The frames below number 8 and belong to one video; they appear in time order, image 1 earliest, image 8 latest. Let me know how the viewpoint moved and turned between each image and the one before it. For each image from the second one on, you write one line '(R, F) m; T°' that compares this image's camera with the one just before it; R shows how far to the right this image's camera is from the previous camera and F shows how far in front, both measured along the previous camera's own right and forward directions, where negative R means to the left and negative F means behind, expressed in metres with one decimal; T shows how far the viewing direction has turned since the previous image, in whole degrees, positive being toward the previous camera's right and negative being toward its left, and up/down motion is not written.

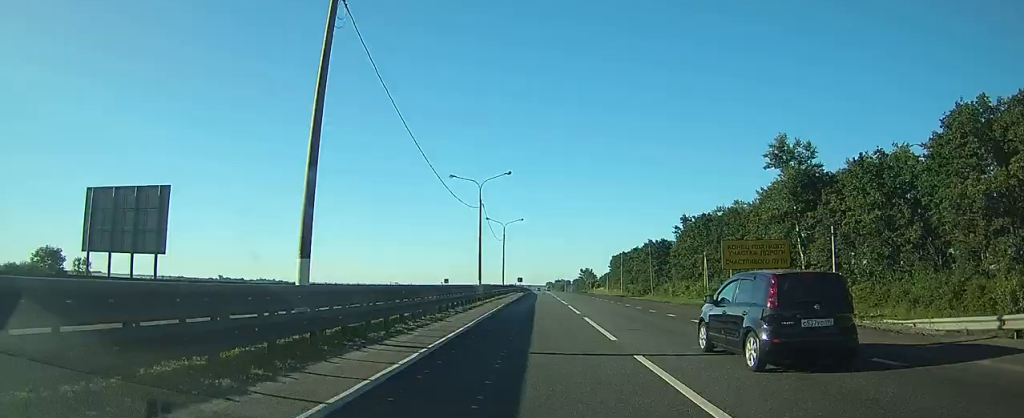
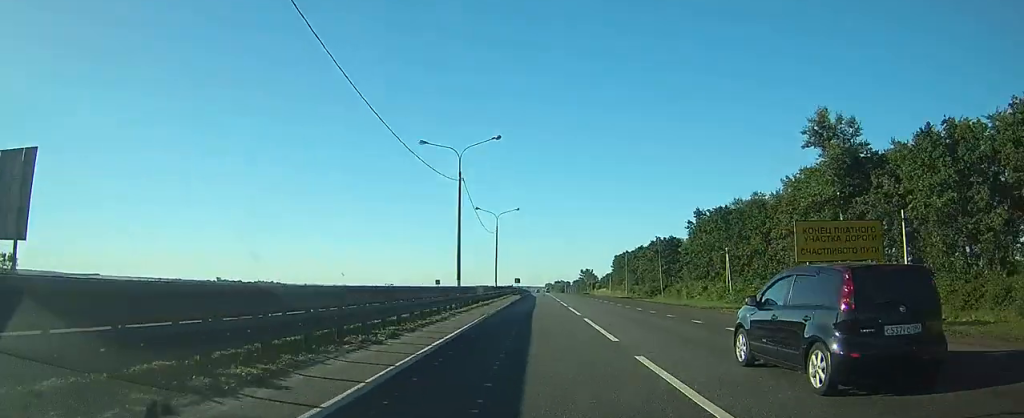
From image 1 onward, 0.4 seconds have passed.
(0.0, +12.2) m; 0°
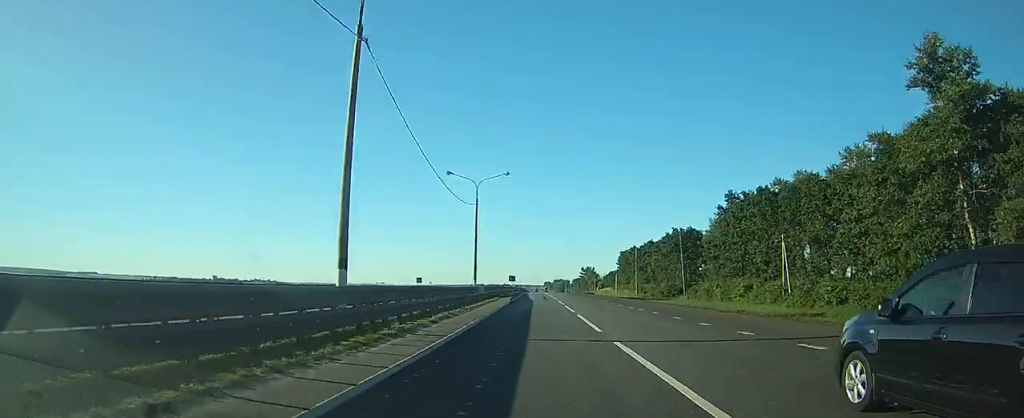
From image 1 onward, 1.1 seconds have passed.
(0.0, +21.3) m; 0°
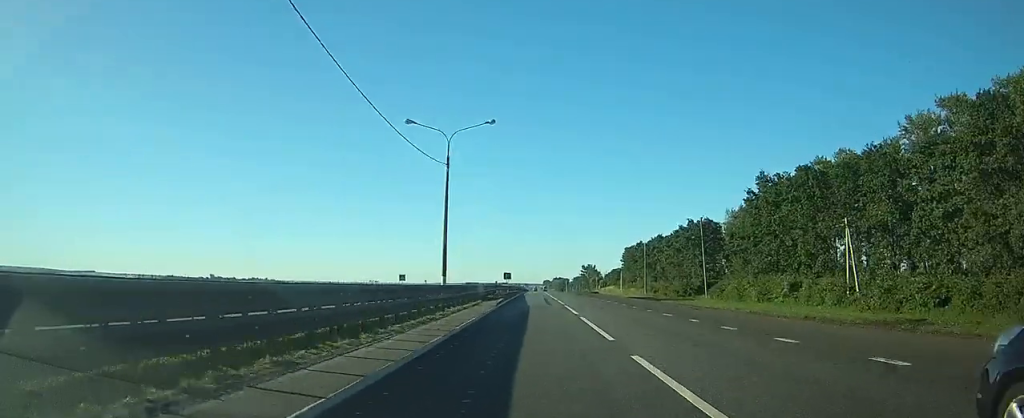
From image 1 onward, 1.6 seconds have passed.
(0.0, +15.0) m; 0°
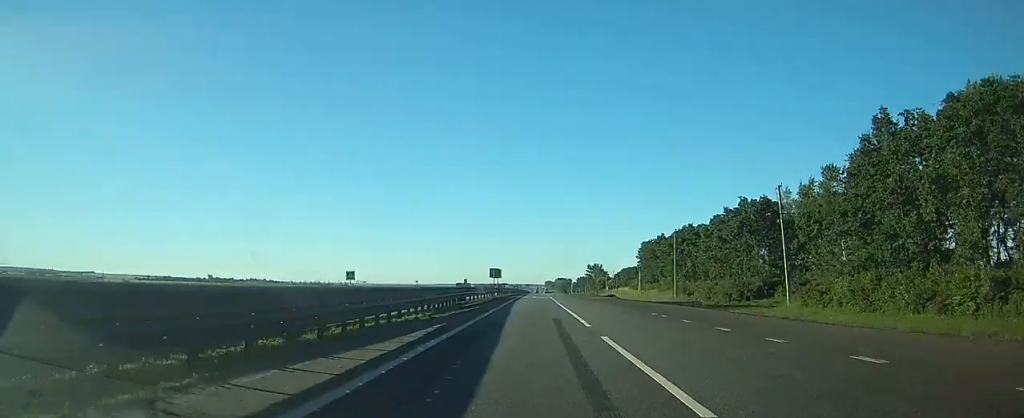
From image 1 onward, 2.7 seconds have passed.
(+0.1, +31.7) m; 0°
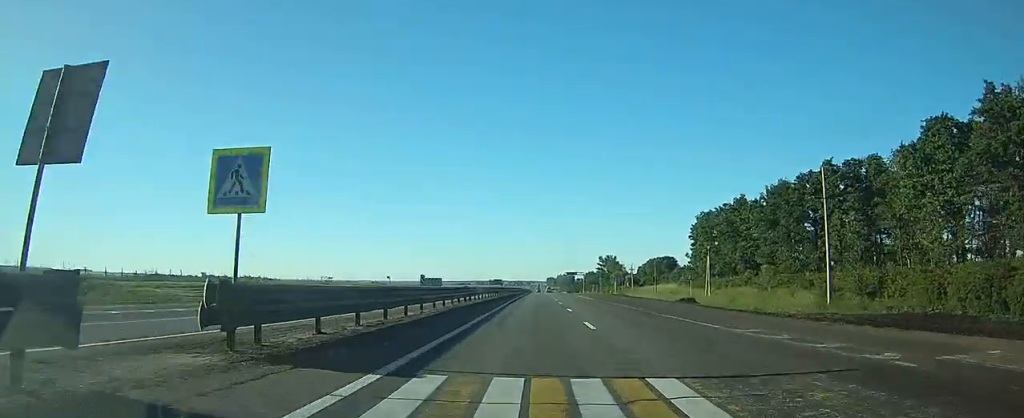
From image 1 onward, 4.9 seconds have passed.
(-0.1, +64.8) m; 0°
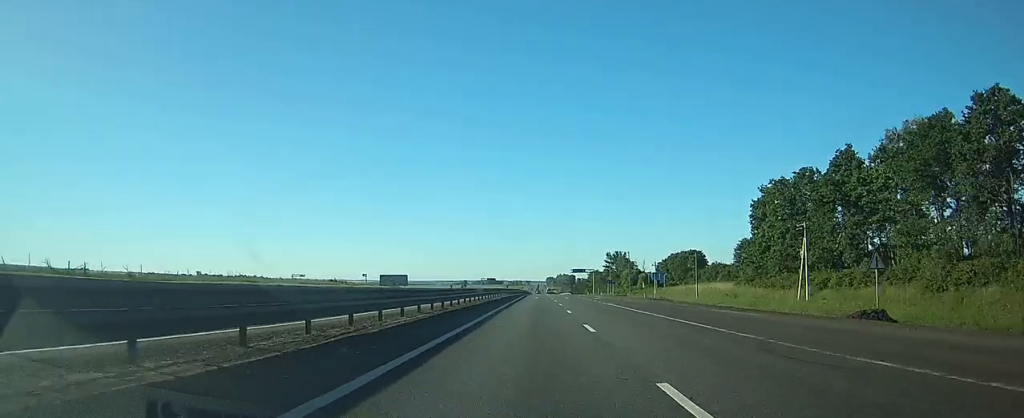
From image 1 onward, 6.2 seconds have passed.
(+0.1, +36.9) m; 0°
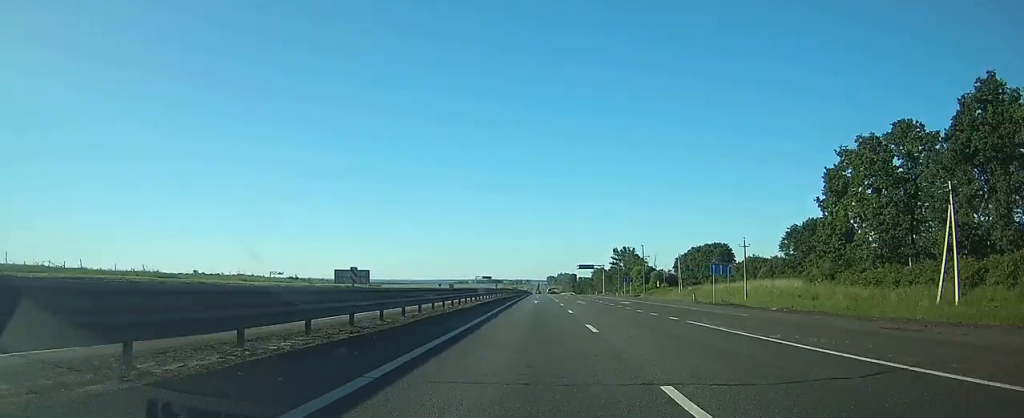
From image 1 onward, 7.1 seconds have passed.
(-0.1, +24.2) m; 0°
